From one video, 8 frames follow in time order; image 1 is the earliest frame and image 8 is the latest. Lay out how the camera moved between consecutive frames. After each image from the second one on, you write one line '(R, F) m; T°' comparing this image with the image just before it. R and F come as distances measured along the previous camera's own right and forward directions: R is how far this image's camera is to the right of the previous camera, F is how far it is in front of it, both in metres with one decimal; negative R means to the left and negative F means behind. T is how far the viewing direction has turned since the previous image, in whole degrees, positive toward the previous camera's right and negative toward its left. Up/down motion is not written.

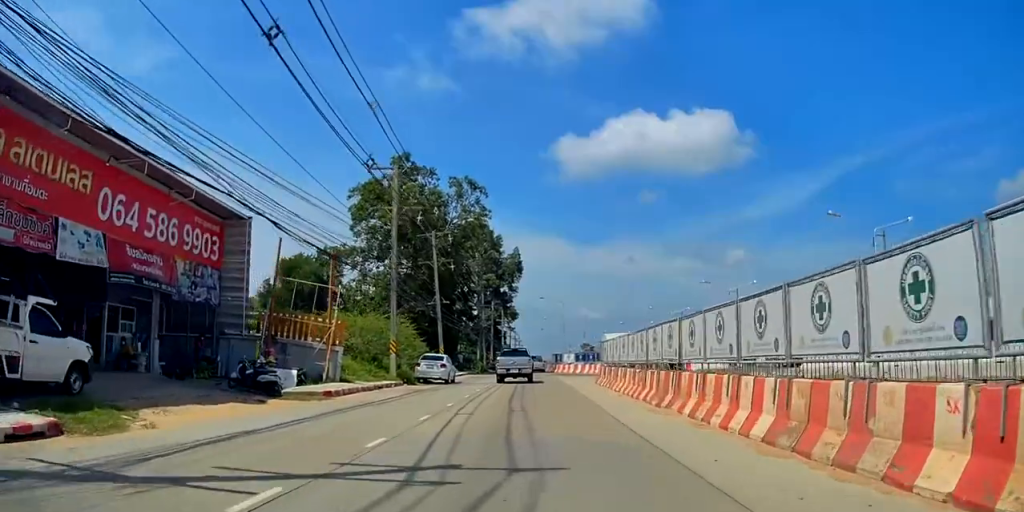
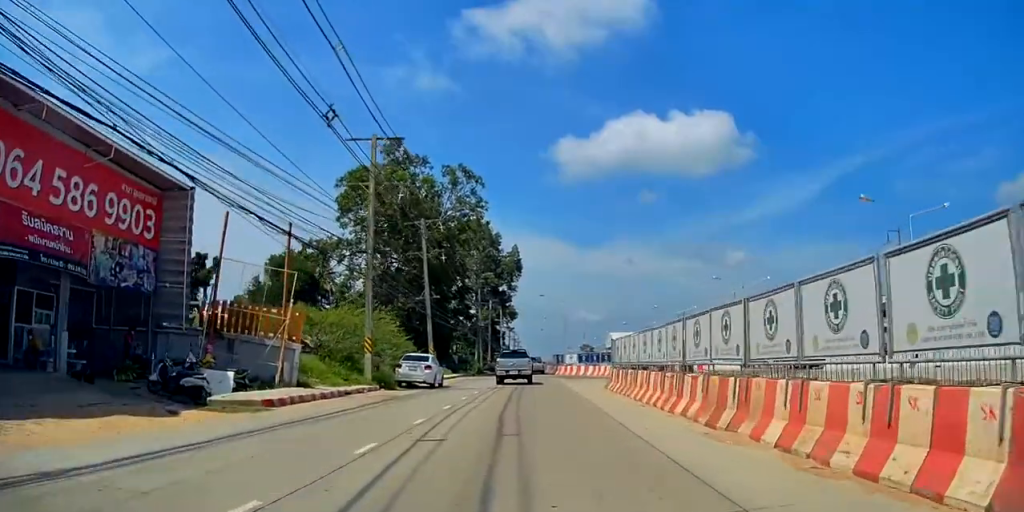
(+0.4, +4.7) m; -1°
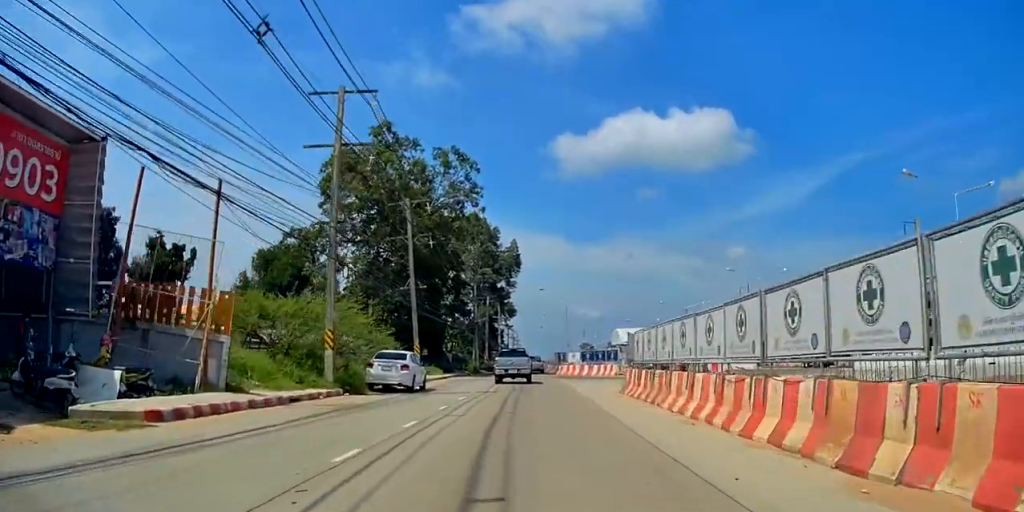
(-0.4, +4.7) m; -2°
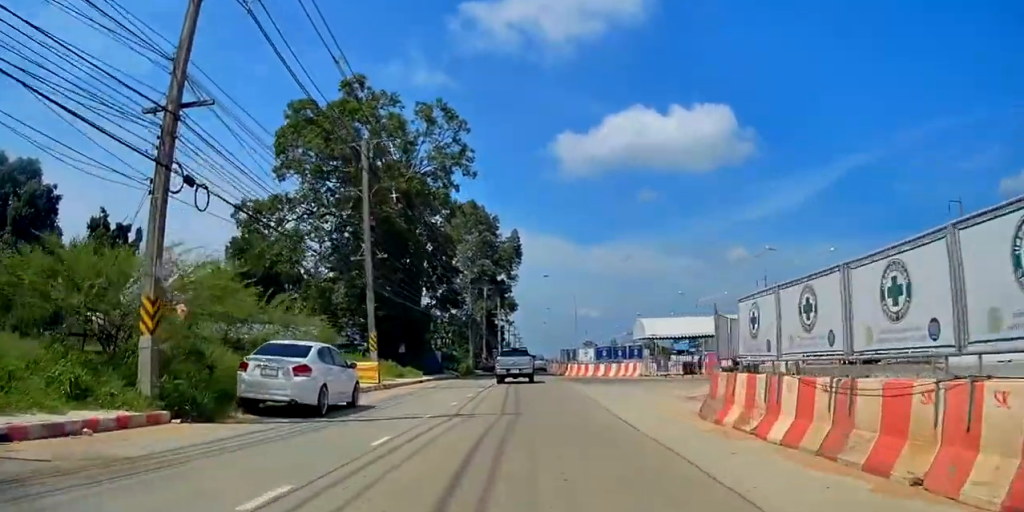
(-0.7, +10.5) m; -2°
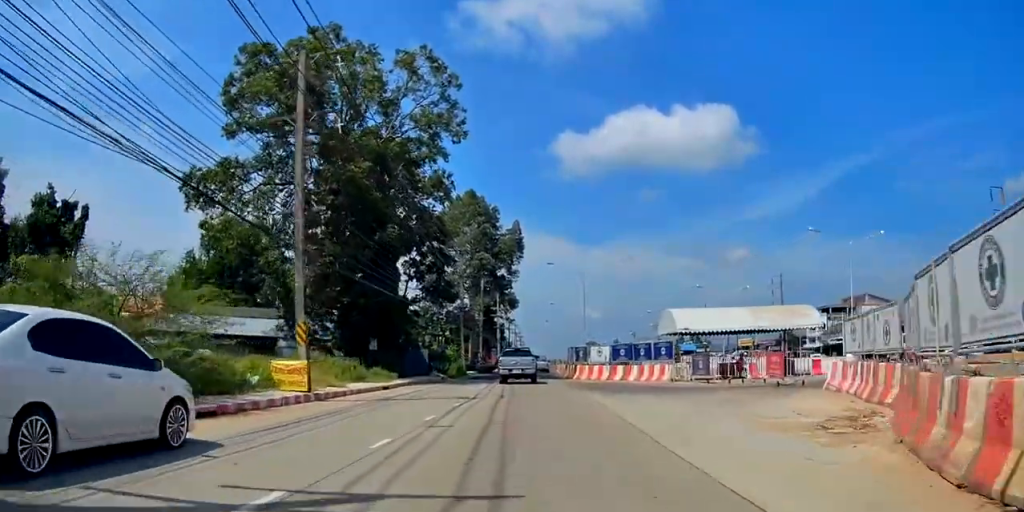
(+0.3, +8.6) m; +2°
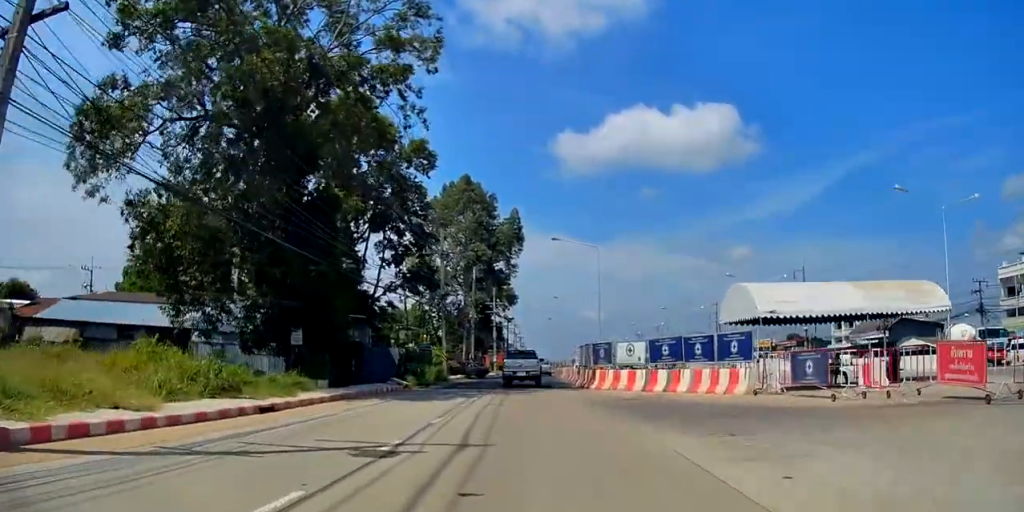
(0.0, +11.8) m; +1°
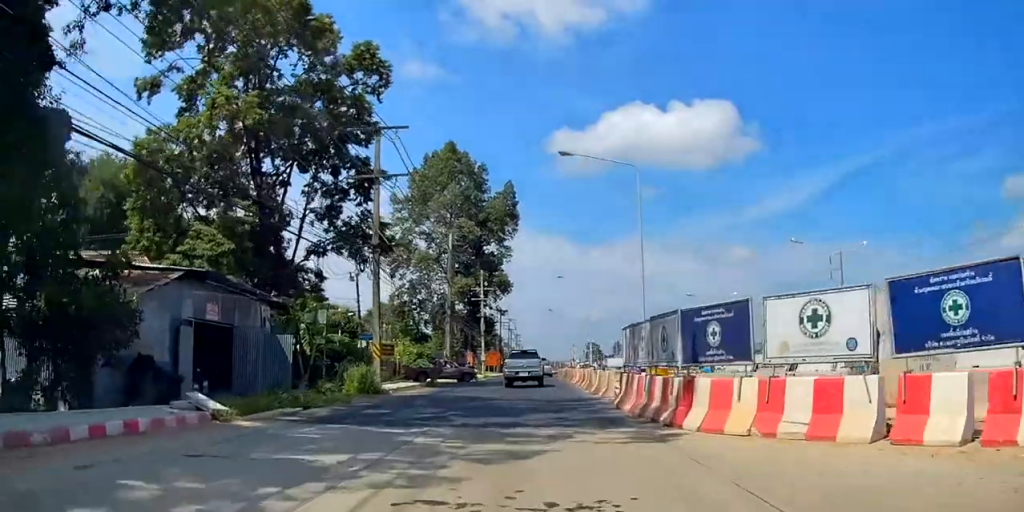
(+0.9, +17.6) m; +3°
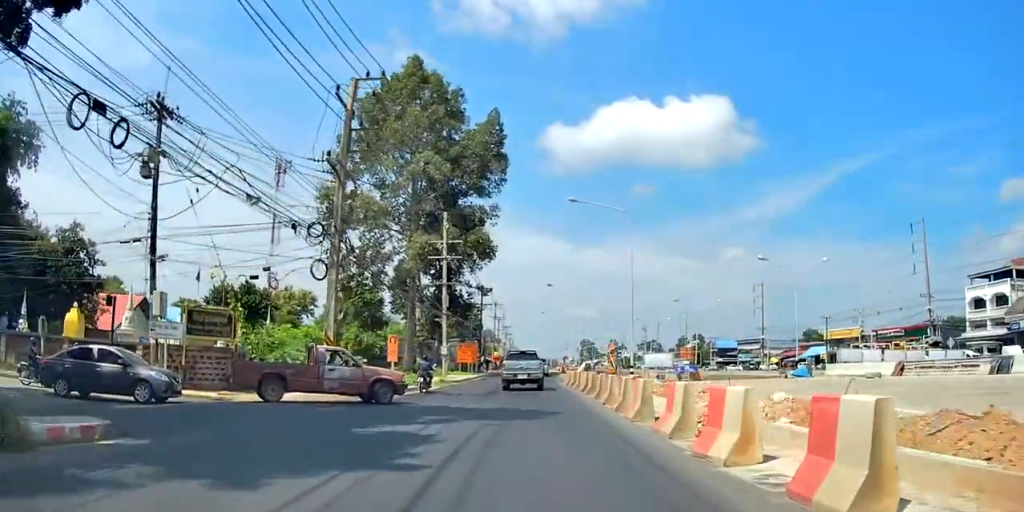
(-5.8, +26.2) m; -15°
